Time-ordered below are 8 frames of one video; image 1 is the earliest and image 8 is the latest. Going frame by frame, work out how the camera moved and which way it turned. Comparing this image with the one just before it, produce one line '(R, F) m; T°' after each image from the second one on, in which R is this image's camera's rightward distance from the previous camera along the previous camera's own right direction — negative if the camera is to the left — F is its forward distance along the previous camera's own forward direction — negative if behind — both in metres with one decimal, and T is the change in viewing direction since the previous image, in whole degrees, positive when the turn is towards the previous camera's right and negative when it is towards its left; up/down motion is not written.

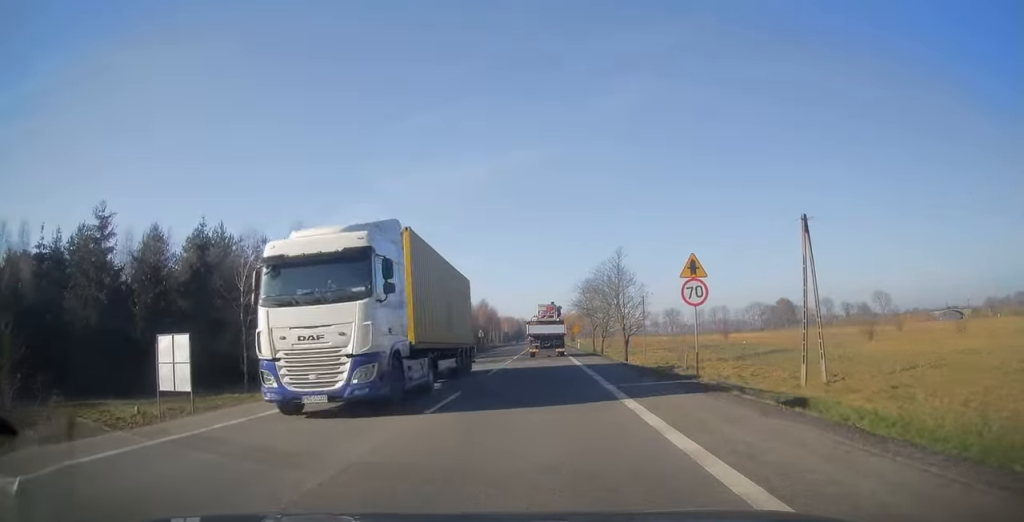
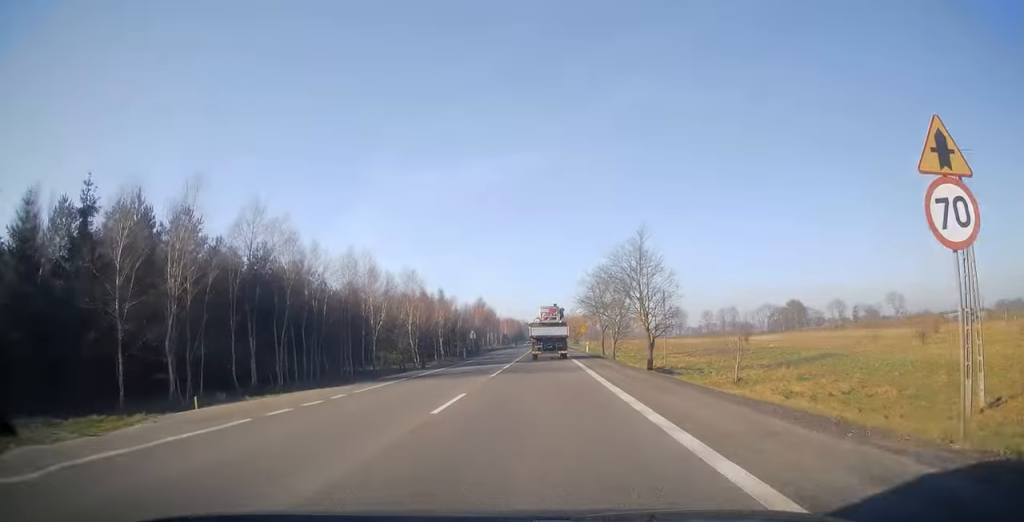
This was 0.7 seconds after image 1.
(+0.1, +11.8) m; 0°
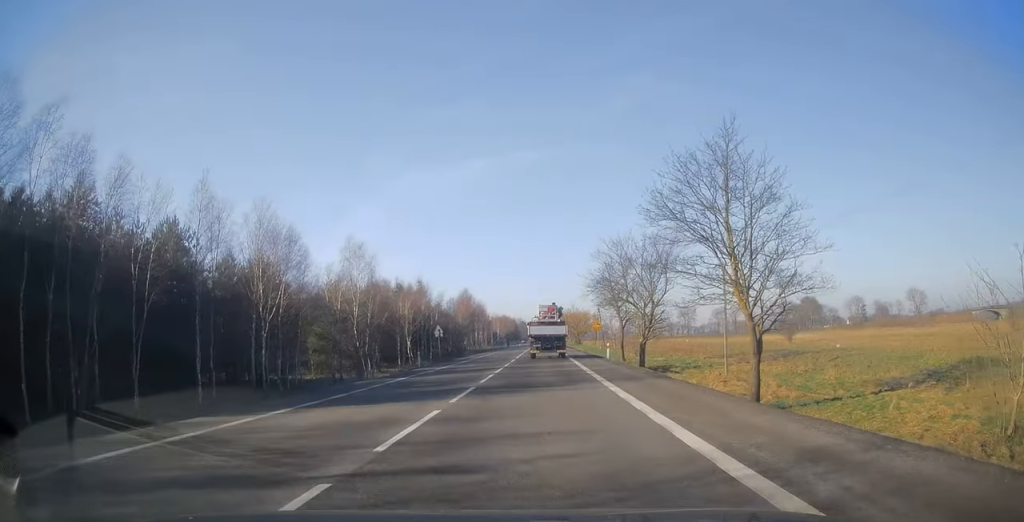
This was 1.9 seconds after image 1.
(0.0, +22.1) m; 0°
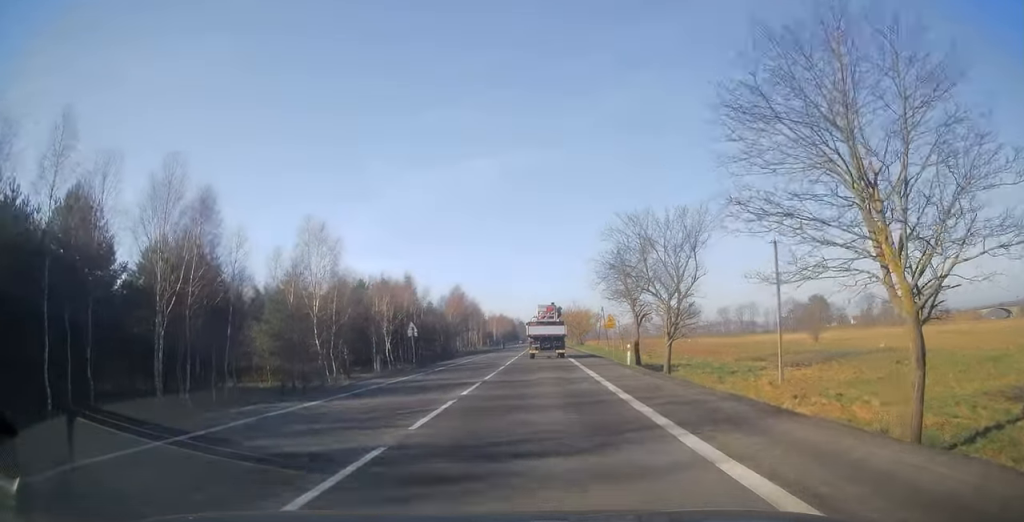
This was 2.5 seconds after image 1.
(0.0, +10.0) m; 0°
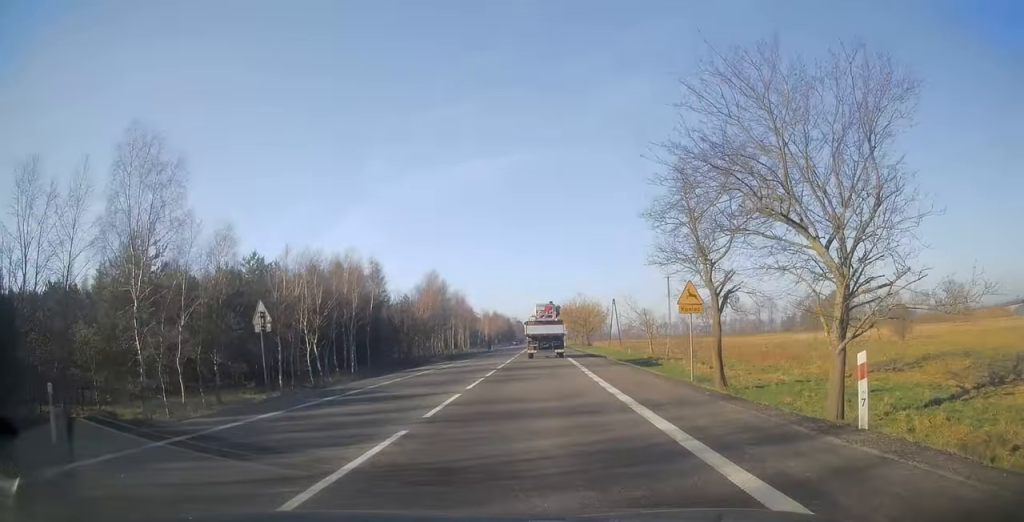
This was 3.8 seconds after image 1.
(+0.2, +22.4) m; +1°
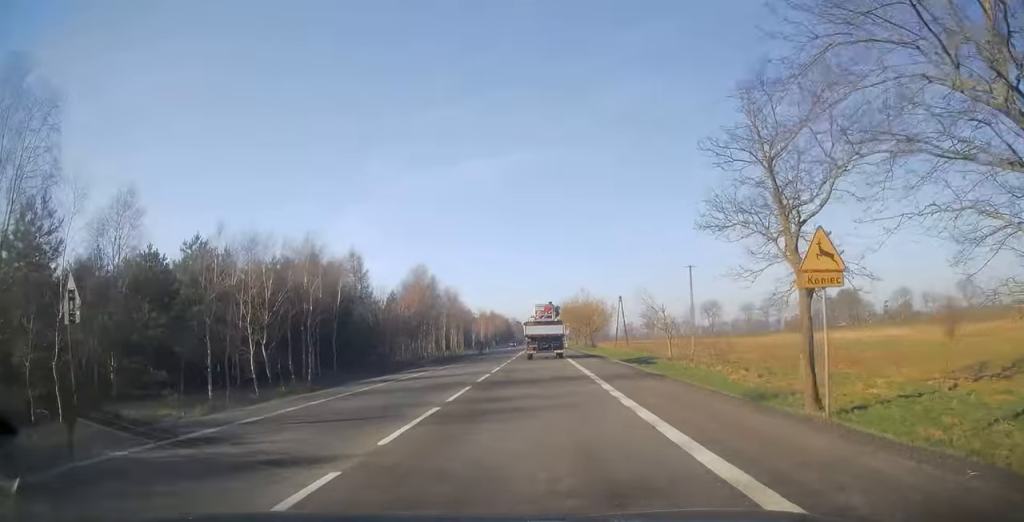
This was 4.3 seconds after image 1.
(+0.2, +8.9) m; 0°
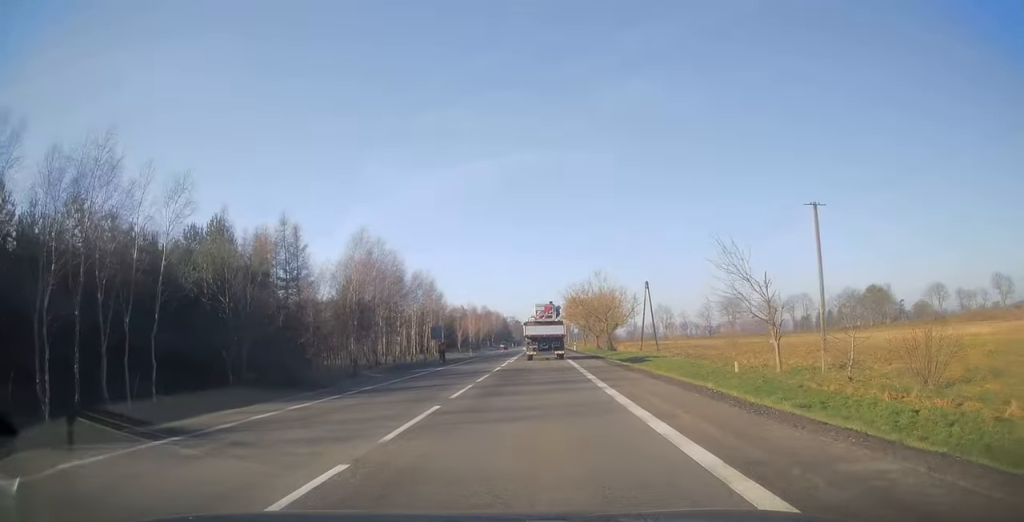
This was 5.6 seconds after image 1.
(-0.4, +23.1) m; -1°
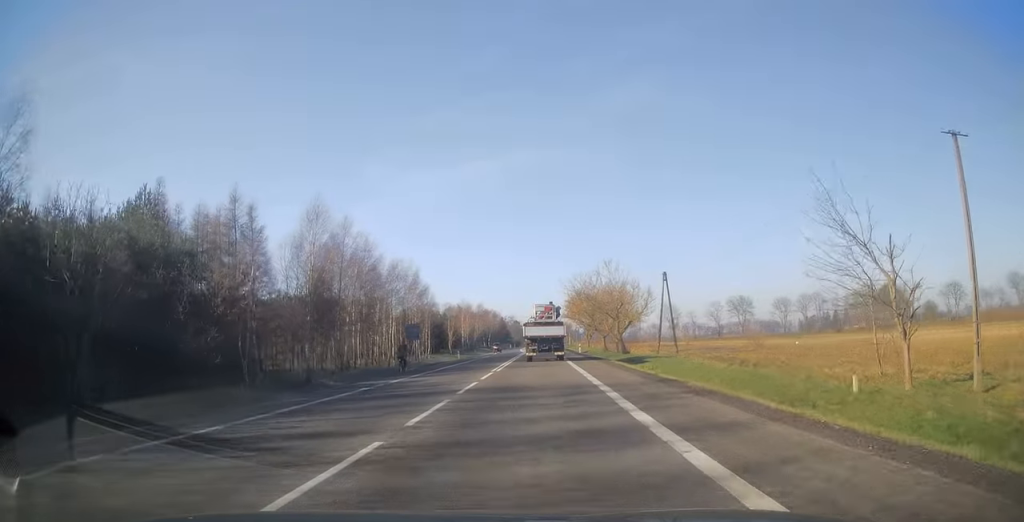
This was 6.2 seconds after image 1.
(0.0, +10.4) m; 0°
